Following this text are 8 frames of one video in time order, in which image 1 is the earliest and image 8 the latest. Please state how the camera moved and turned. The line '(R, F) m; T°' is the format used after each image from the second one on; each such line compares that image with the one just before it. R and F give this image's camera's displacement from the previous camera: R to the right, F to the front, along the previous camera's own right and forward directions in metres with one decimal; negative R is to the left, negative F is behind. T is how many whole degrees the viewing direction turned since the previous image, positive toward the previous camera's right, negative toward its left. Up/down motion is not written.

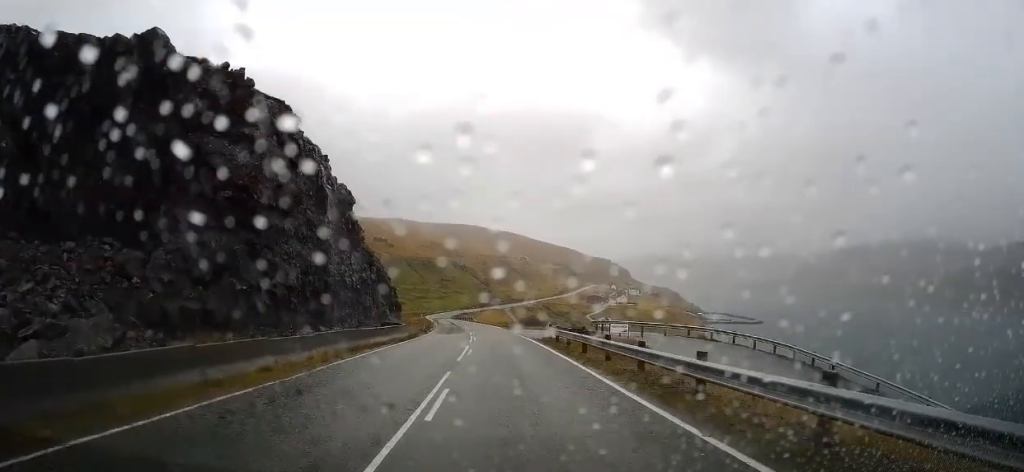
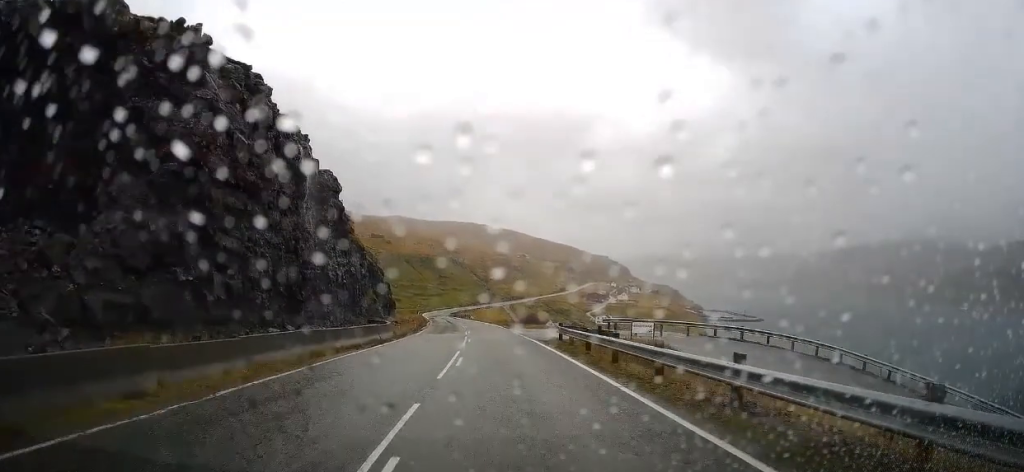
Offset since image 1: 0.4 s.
(0.0, +5.8) m; -1°
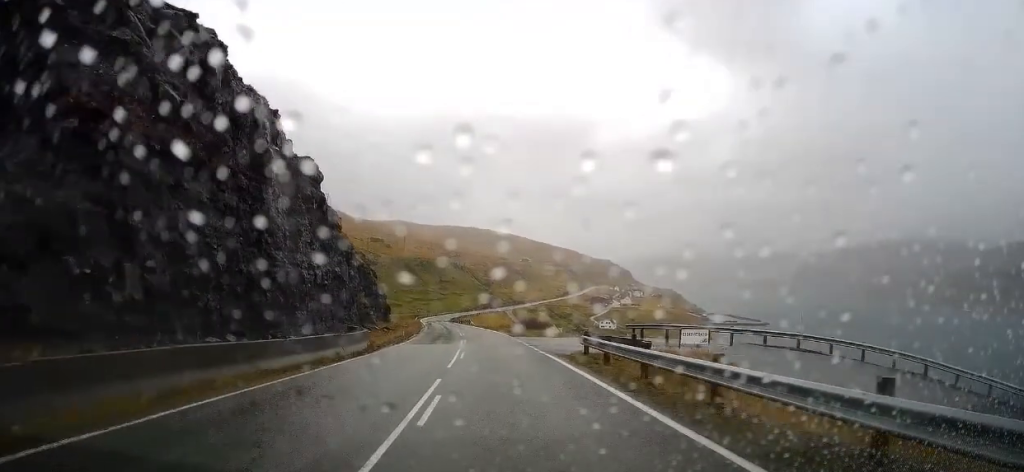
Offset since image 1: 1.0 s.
(-0.3, +7.6) m; -1°
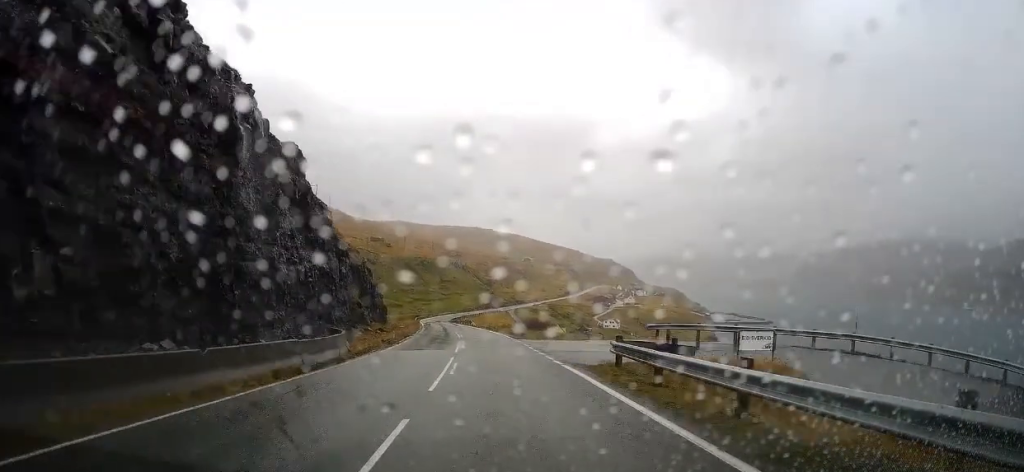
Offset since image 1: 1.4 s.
(-0.1, +5.3) m; 0°
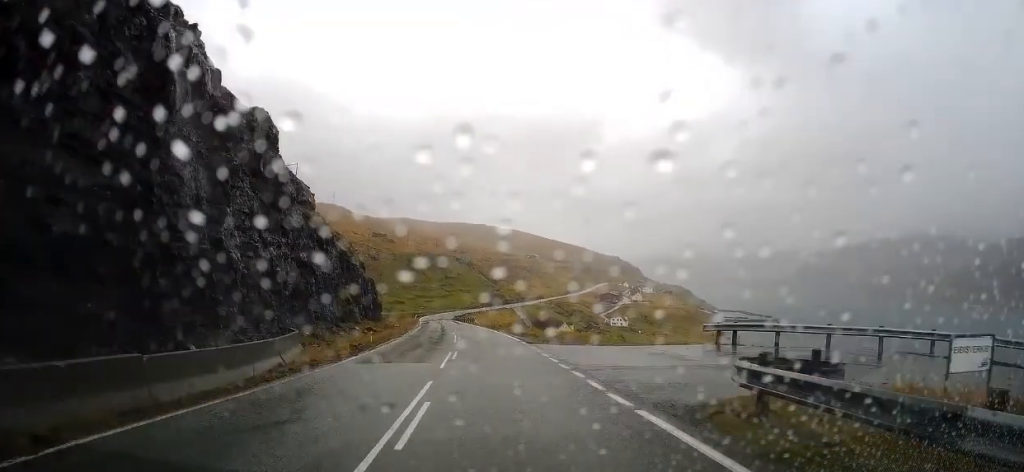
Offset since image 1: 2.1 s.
(+0.1, +8.8) m; +1°
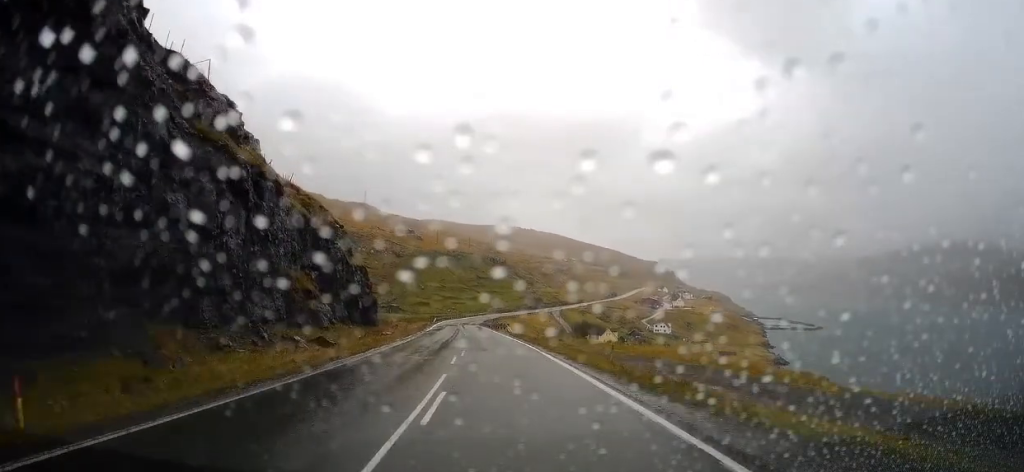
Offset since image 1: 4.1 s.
(+0.5, +26.0) m; +1°
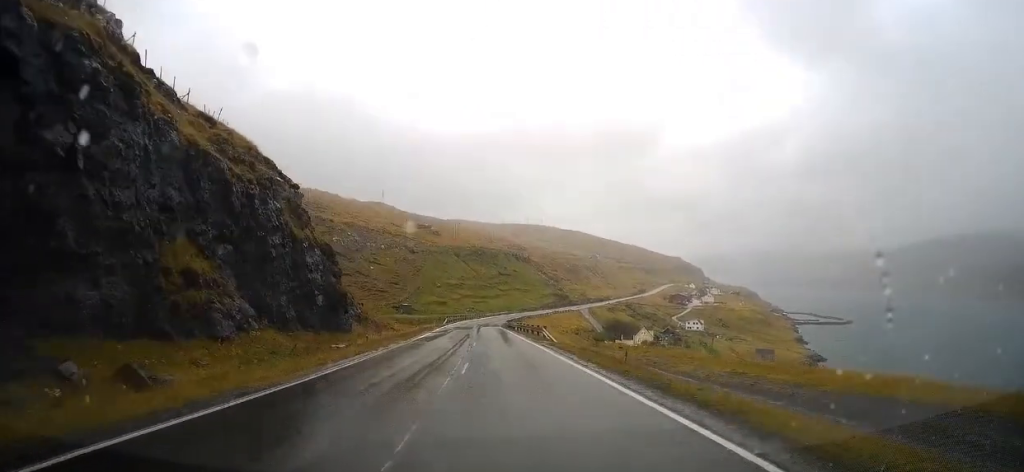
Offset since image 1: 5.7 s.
(-0.7, +20.0) m; -4°
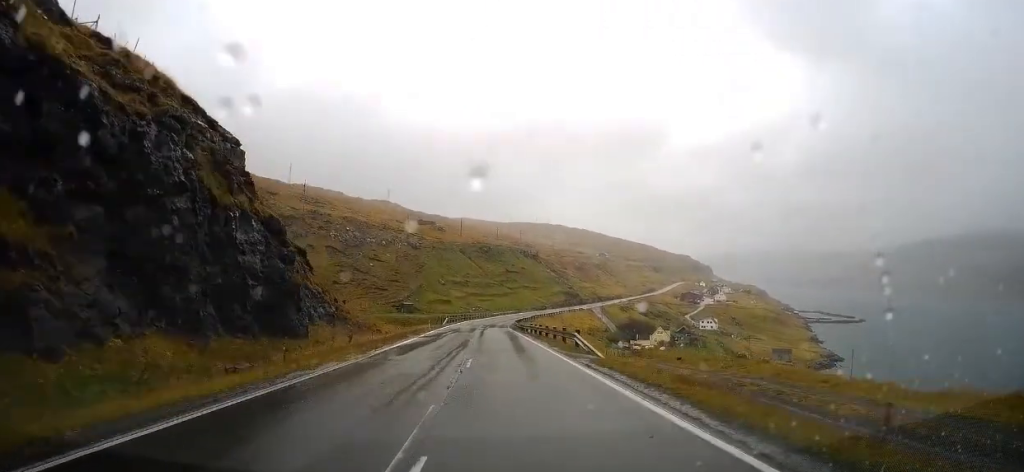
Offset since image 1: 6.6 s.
(-0.3, +11.0) m; -1°
